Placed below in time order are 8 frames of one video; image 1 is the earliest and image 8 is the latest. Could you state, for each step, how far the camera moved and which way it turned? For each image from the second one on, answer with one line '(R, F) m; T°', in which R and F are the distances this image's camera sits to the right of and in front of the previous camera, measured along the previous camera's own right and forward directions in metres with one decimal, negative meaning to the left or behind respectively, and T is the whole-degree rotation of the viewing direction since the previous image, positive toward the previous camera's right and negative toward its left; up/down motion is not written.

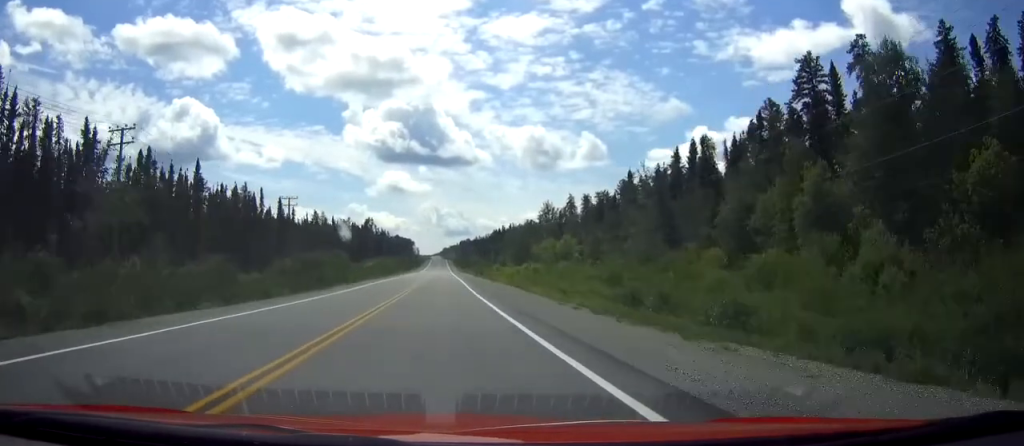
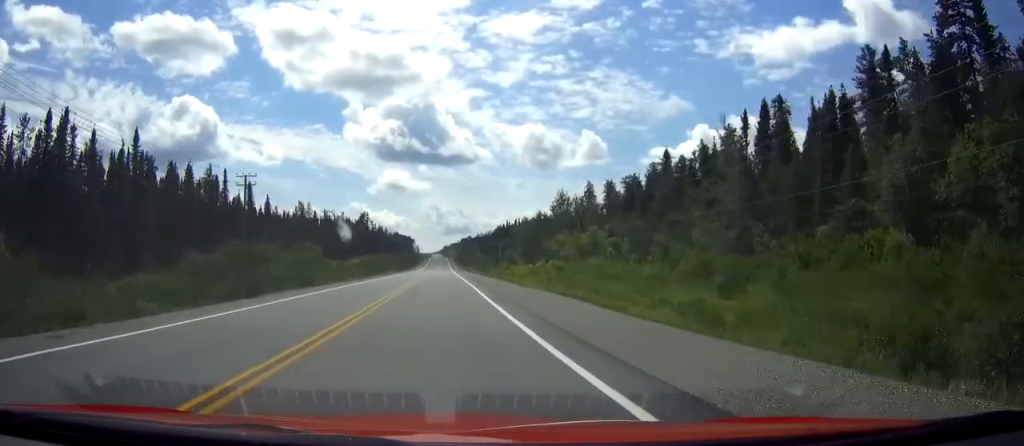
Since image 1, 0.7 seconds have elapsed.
(0.0, +21.9) m; 0°
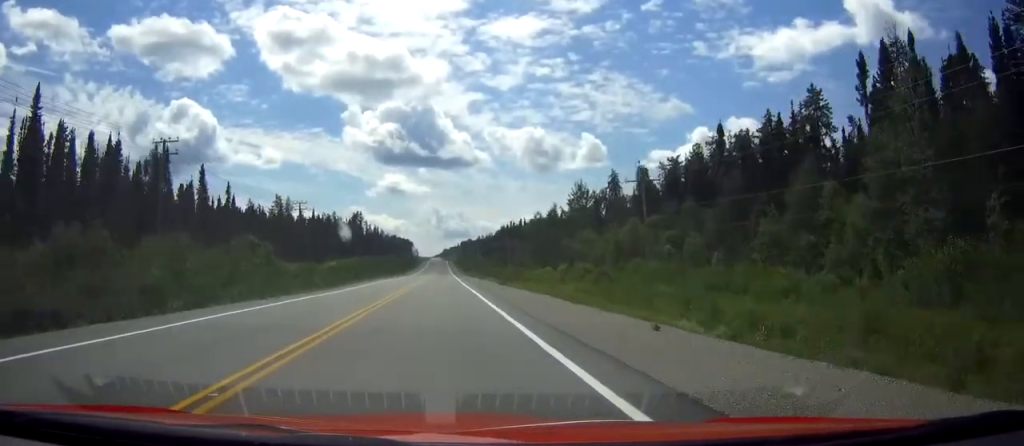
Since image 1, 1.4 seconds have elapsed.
(0.0, +22.9) m; 0°
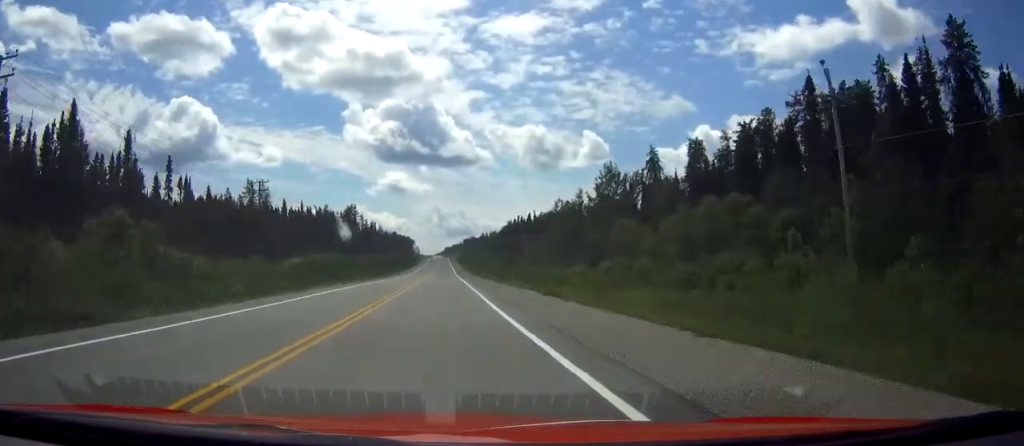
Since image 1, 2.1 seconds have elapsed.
(0.0, +24.0) m; 0°
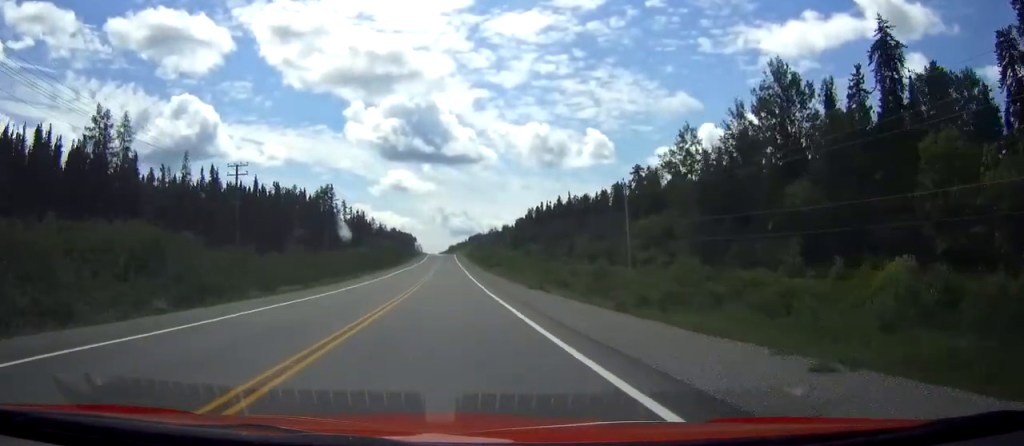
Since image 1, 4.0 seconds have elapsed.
(0.0, +62.0) m; 0°
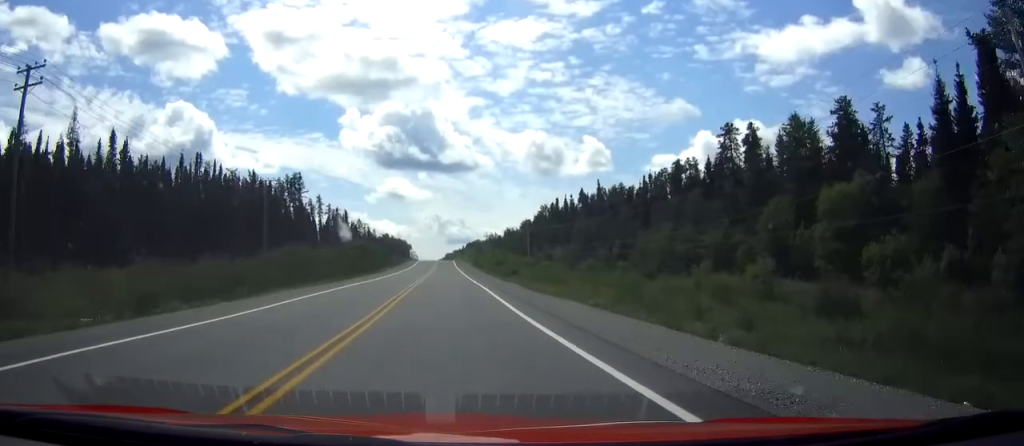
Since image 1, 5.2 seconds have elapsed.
(0.0, +40.1) m; 0°
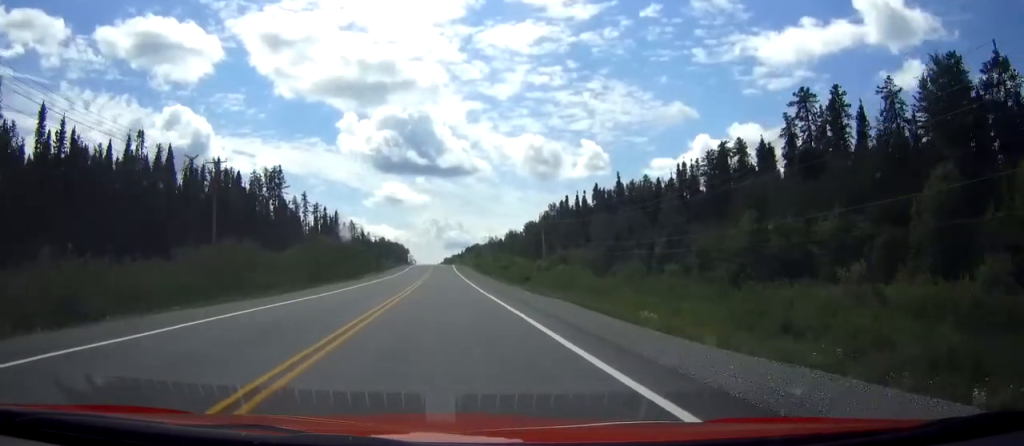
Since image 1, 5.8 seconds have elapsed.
(-0.1, +18.3) m; 0°
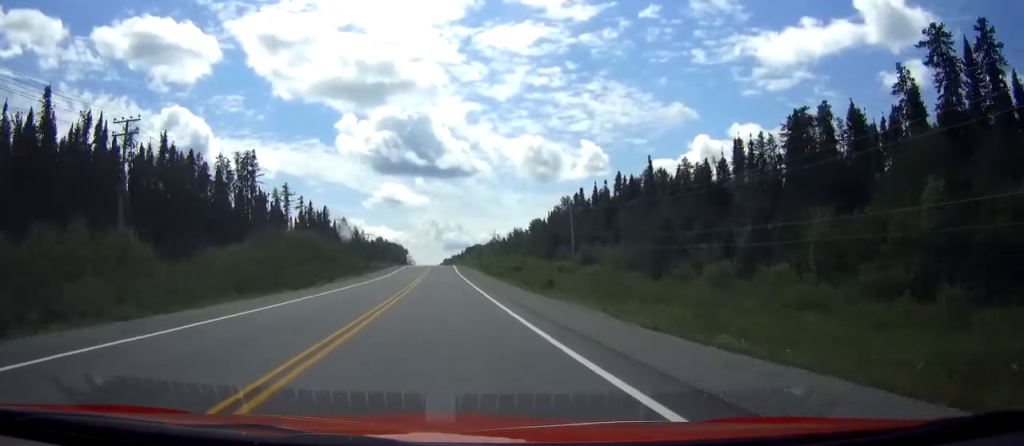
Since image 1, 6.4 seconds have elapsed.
(+0.1, +20.5) m; 0°
